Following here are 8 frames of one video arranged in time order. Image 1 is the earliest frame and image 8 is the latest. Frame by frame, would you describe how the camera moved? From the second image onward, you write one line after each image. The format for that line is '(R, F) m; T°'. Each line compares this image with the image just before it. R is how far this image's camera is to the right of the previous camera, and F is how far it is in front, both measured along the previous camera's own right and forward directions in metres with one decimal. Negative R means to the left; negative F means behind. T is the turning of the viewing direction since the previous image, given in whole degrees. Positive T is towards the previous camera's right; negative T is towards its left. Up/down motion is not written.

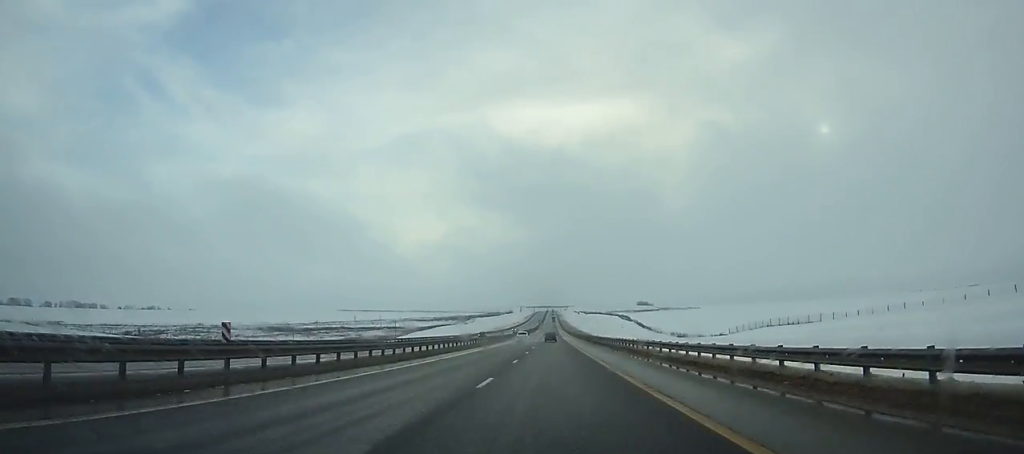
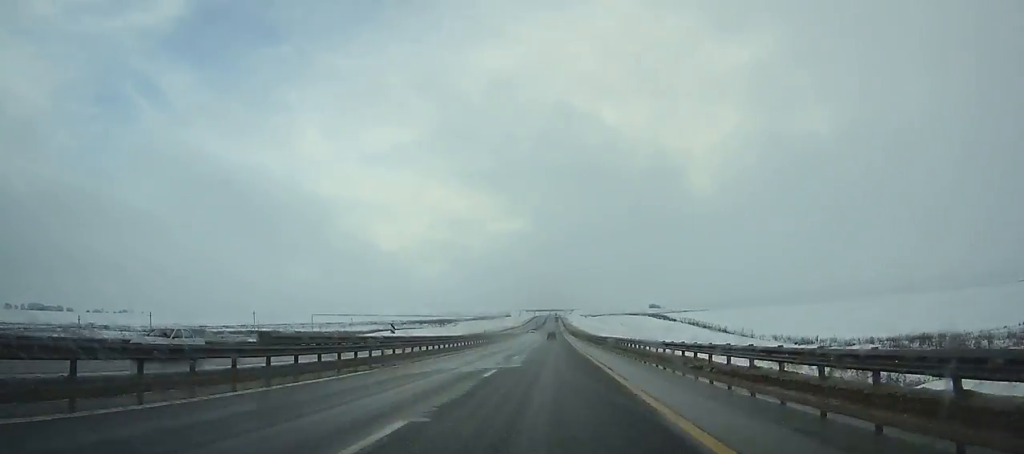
(-0.1, +104.5) m; 0°
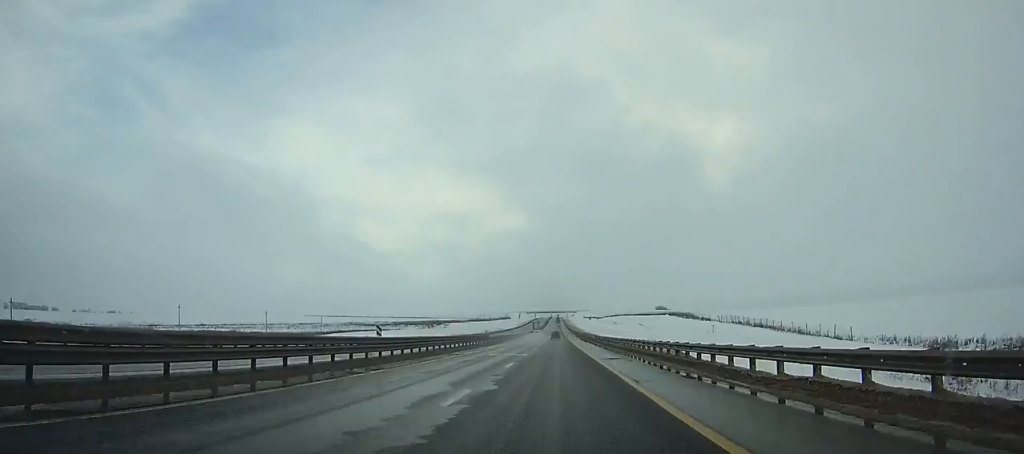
(0.0, +43.2) m; 0°
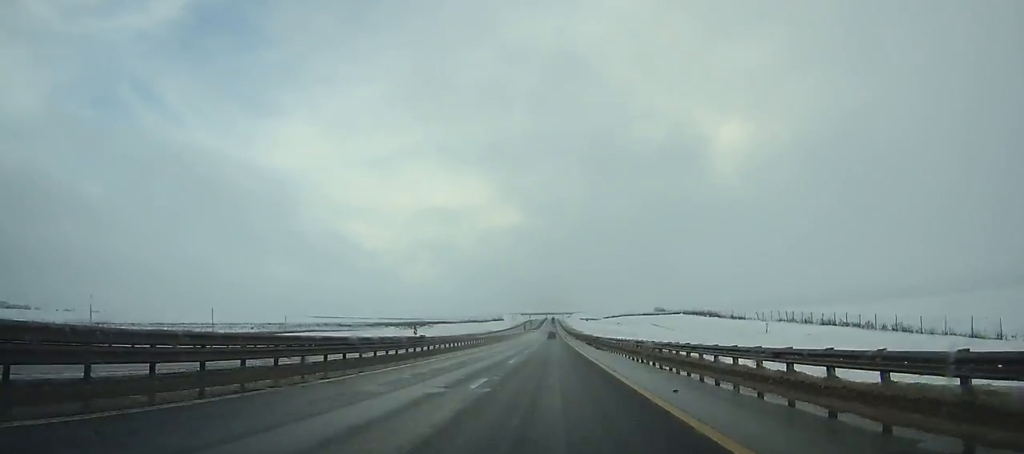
(0.0, +32.4) m; 0°
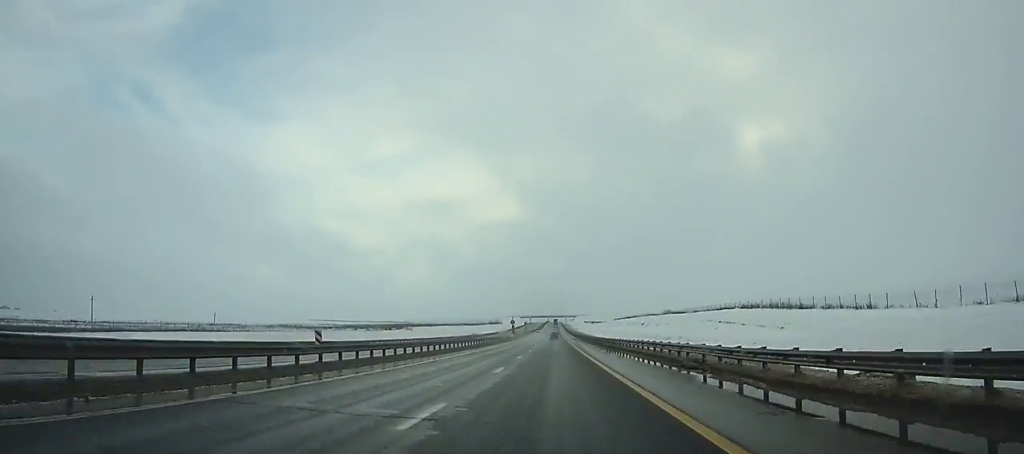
(0.0, +54.2) m; 0°
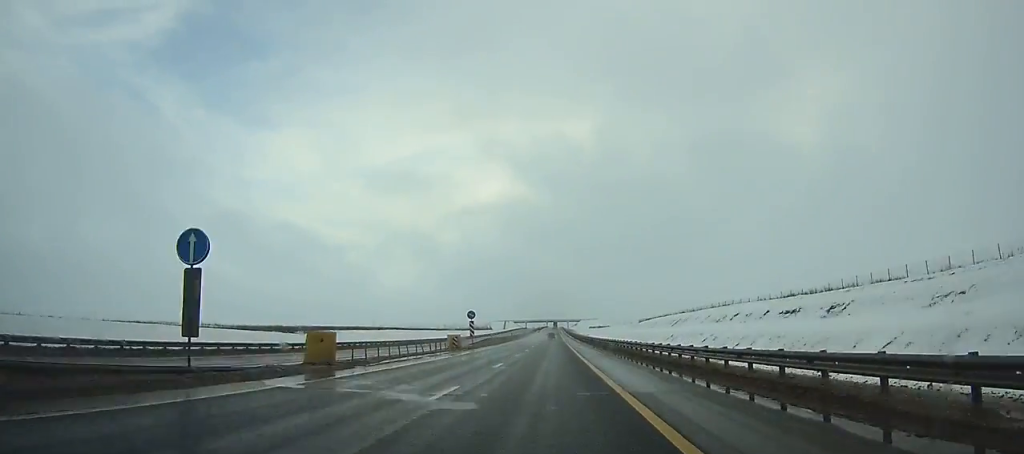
(0.0, +103.1) m; 0°
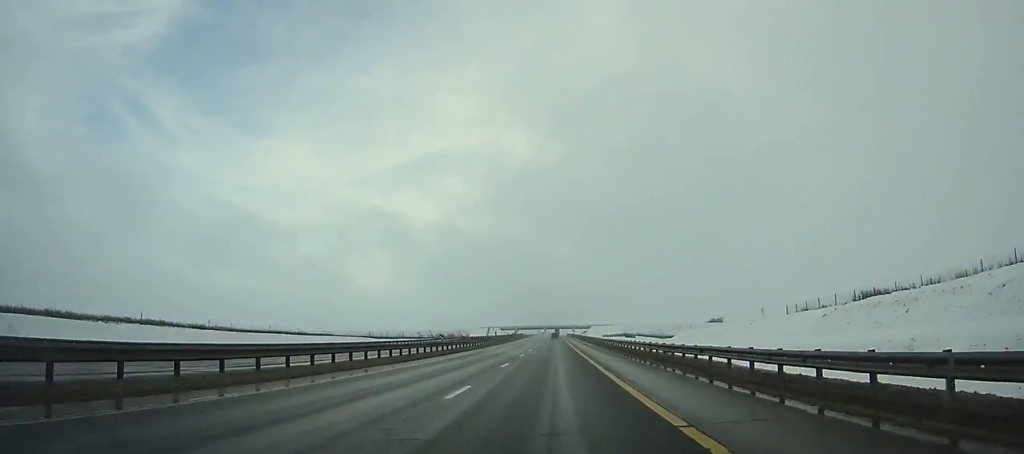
(+0.1, +154.1) m; 0°
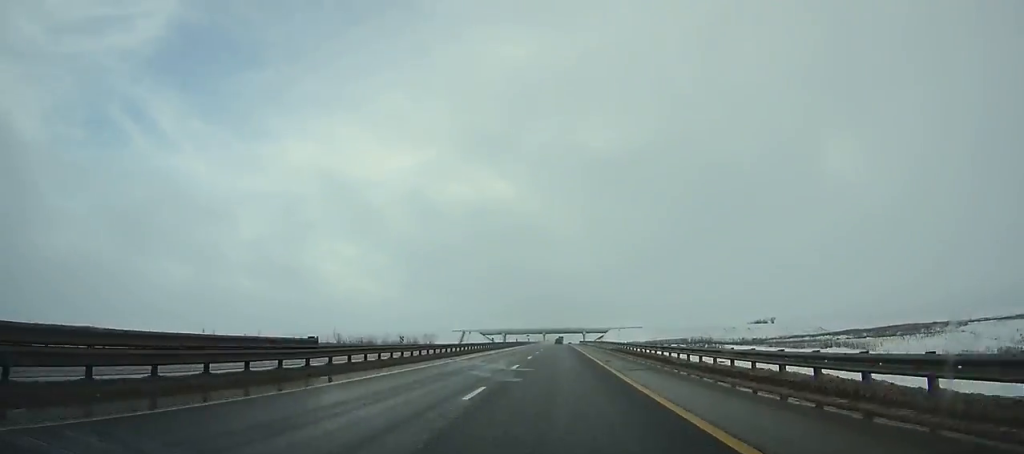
(-0.4, +131.5) m; 0°
